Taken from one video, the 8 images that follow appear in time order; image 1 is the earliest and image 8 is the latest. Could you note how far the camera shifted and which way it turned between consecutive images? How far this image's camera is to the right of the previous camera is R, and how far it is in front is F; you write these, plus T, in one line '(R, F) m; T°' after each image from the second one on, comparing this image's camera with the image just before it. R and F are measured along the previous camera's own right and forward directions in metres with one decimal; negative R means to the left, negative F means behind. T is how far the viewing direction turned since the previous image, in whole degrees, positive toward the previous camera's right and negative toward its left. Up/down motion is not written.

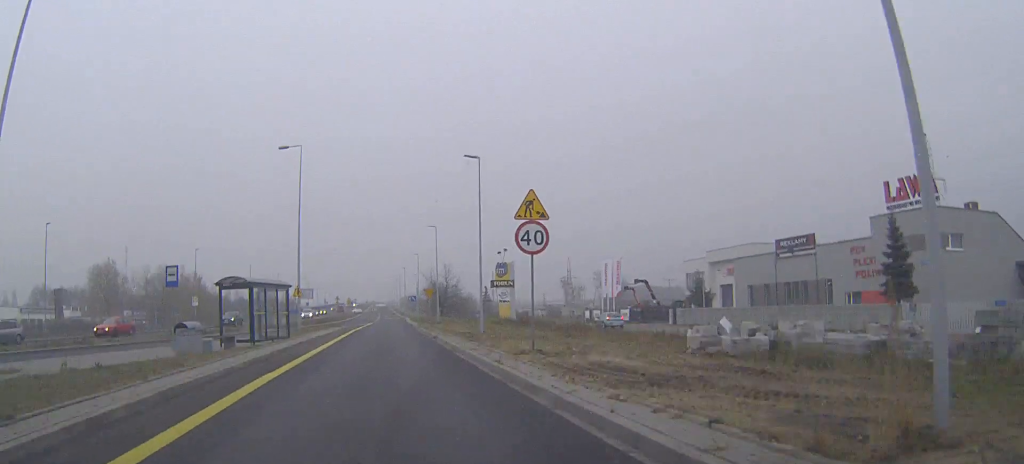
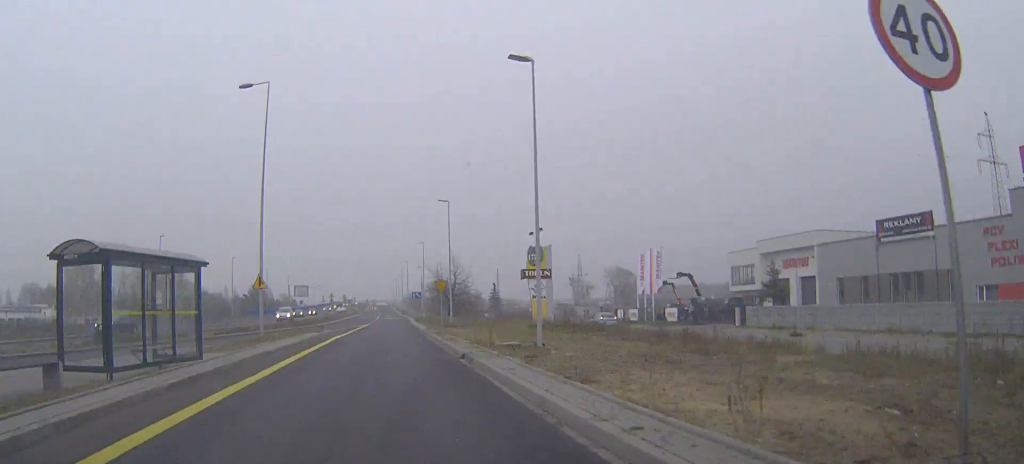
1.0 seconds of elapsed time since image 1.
(0.0, +13.4) m; 0°
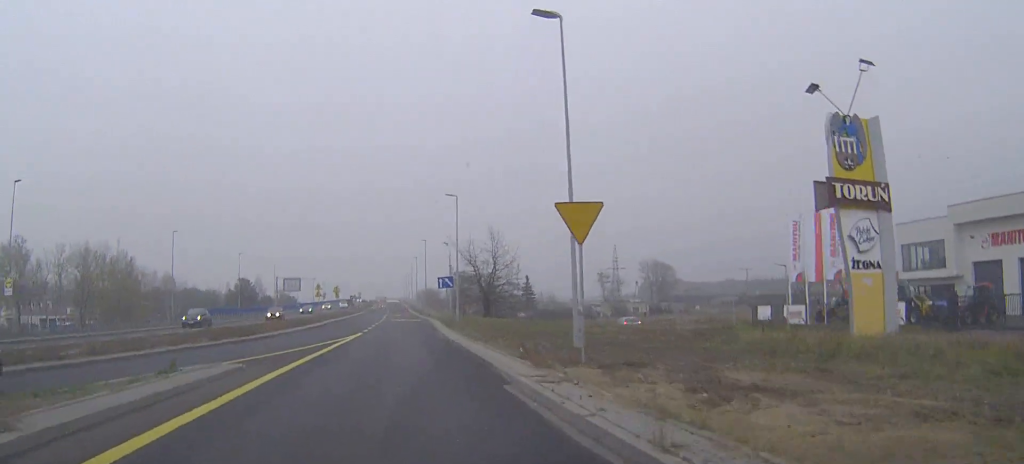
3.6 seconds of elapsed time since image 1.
(-0.3, +32.2) m; -1°
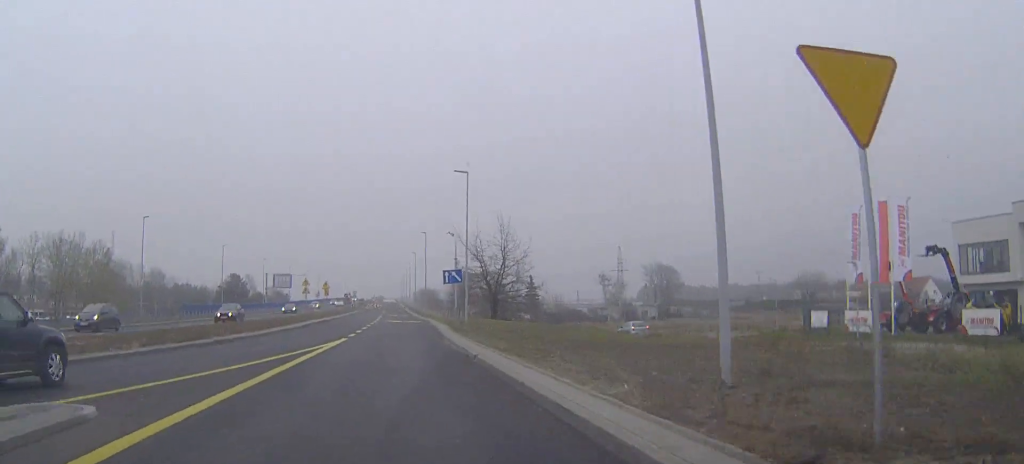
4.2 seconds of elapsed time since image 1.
(0.0, +8.4) m; 0°
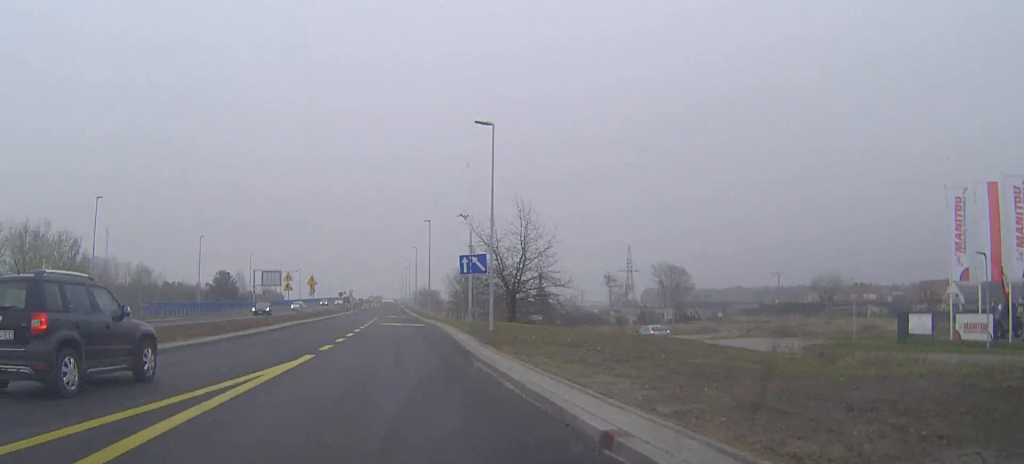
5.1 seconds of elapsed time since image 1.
(0.0, +10.6) m; 0°
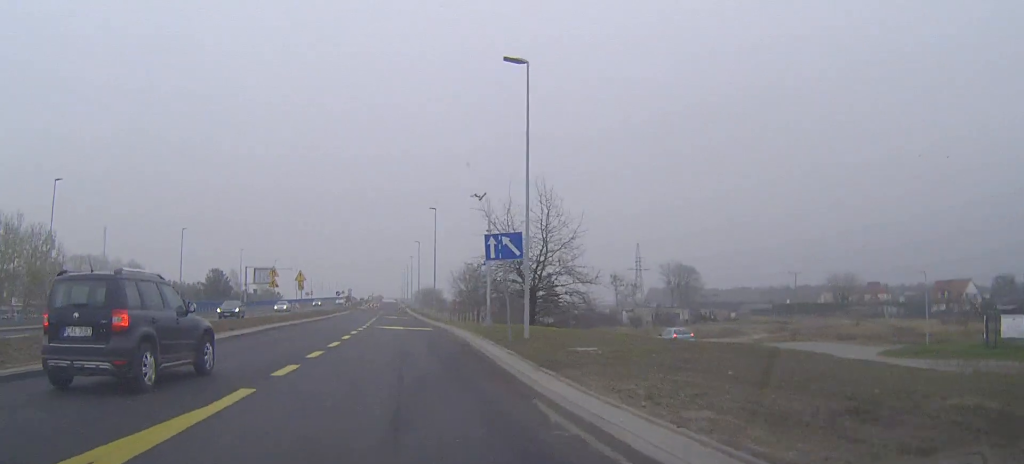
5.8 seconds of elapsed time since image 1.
(0.0, +7.9) m; 0°
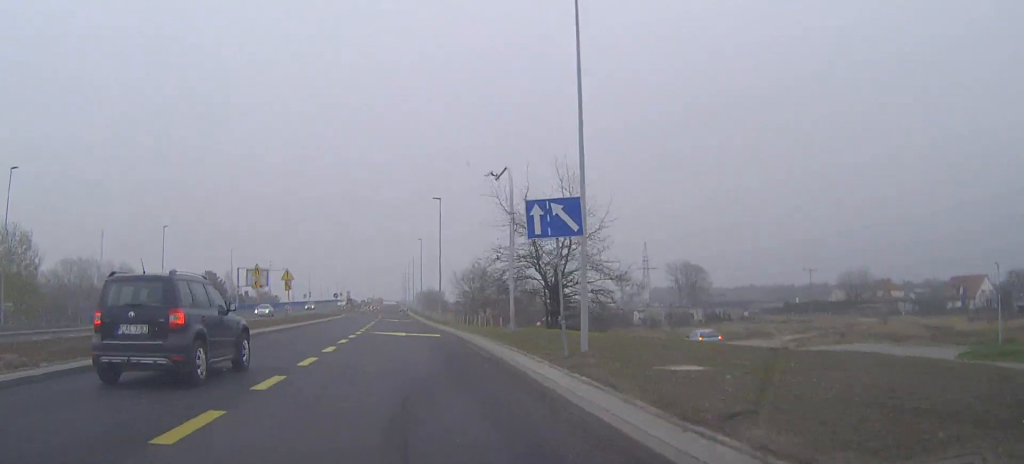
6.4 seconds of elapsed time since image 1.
(0.0, +6.4) m; 0°
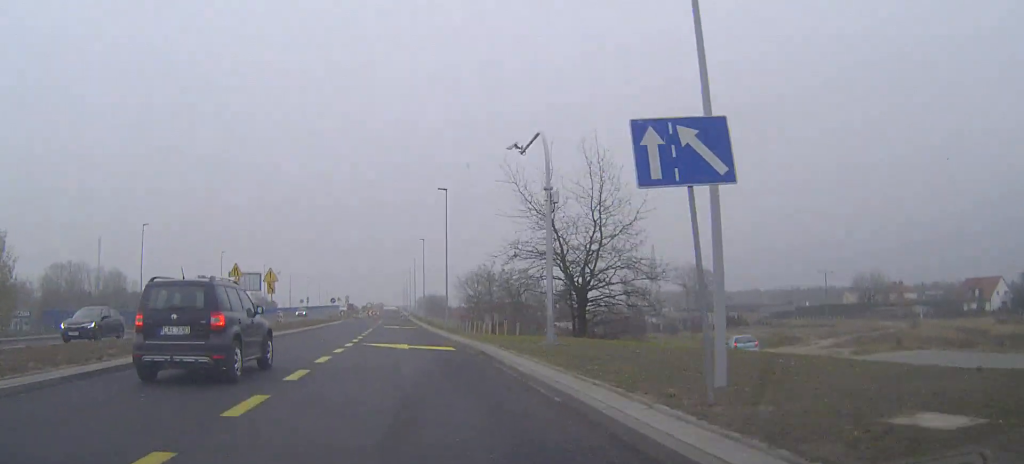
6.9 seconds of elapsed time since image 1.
(0.0, +6.1) m; 0°
